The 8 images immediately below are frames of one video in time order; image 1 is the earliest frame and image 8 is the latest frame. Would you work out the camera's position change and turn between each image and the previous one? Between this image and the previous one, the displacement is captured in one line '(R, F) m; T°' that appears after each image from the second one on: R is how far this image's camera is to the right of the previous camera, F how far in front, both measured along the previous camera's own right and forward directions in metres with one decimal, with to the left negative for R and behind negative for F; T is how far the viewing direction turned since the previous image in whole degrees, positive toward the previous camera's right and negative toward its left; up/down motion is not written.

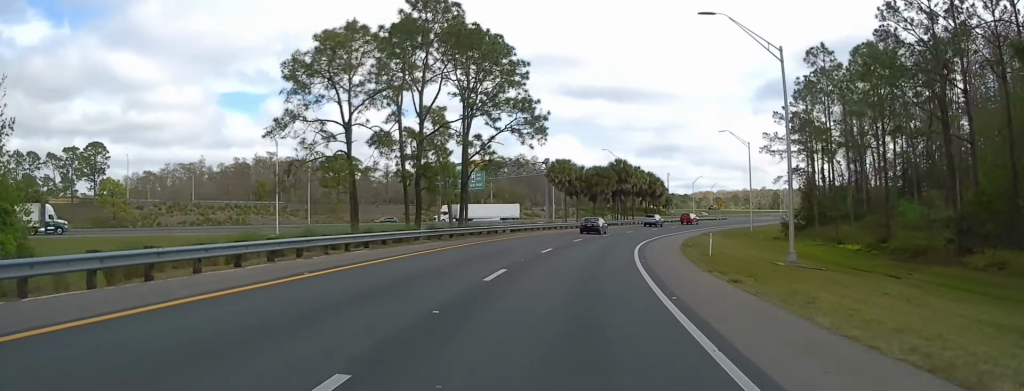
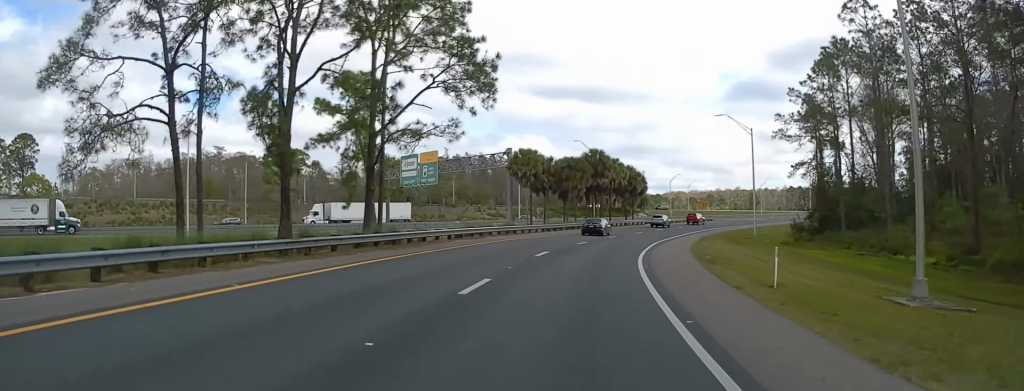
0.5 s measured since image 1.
(+0.4, +14.1) m; +3°
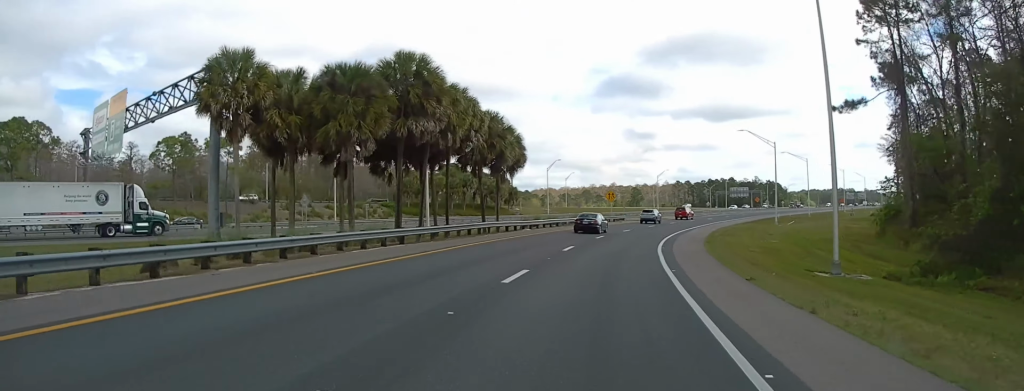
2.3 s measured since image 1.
(+4.4, +43.8) m; +13°
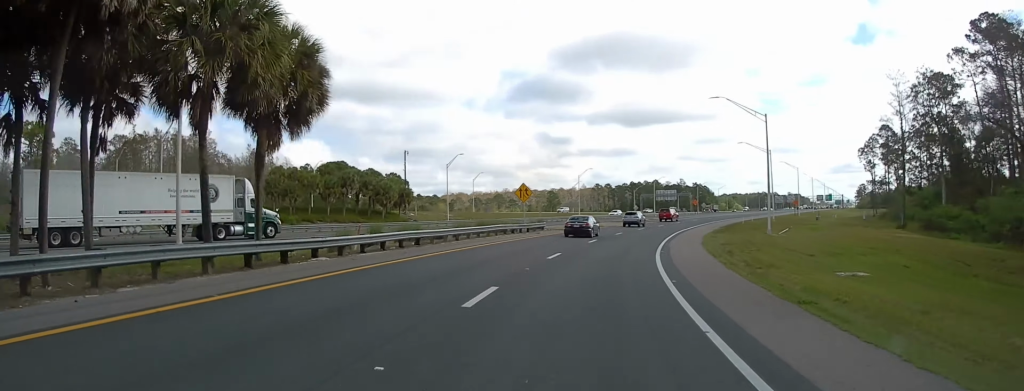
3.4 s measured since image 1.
(+1.9, +26.6) m; +6°
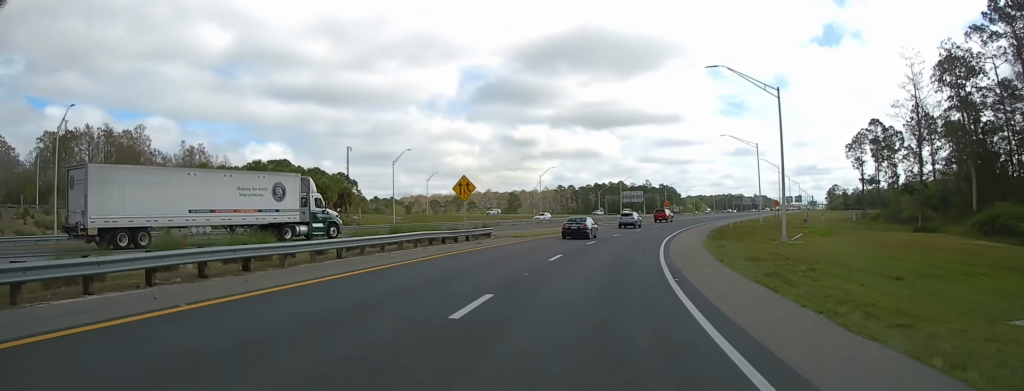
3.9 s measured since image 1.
(+0.3, +13.0) m; +3°
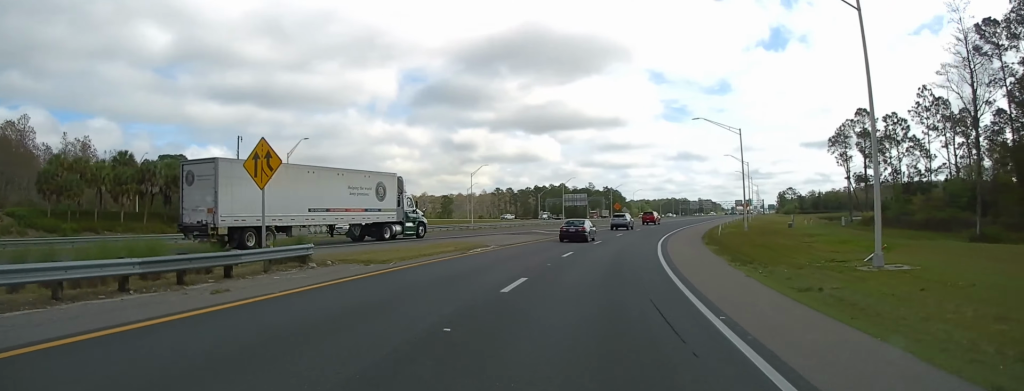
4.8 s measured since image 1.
(+0.9, +21.2) m; +4°
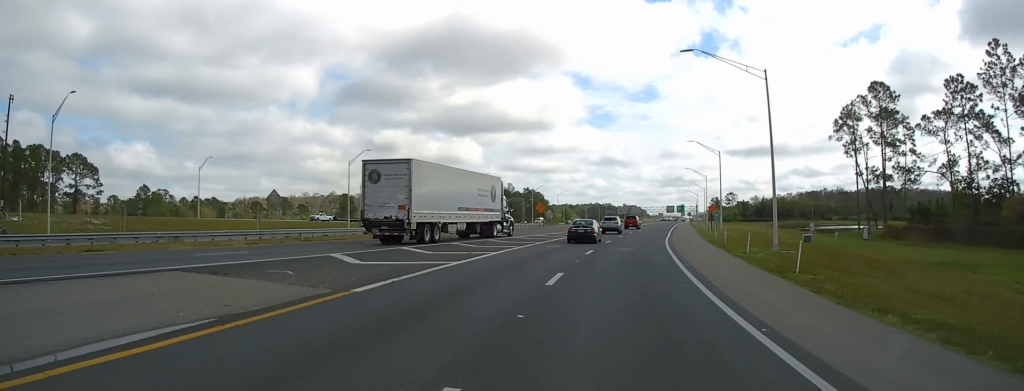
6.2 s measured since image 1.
(+1.5, +35.4) m; +4°
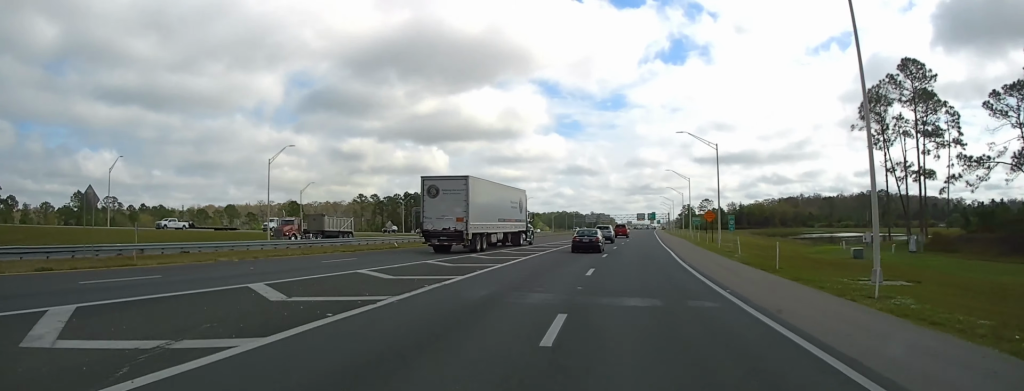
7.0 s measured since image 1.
(+0.3, +19.1) m; +2°
